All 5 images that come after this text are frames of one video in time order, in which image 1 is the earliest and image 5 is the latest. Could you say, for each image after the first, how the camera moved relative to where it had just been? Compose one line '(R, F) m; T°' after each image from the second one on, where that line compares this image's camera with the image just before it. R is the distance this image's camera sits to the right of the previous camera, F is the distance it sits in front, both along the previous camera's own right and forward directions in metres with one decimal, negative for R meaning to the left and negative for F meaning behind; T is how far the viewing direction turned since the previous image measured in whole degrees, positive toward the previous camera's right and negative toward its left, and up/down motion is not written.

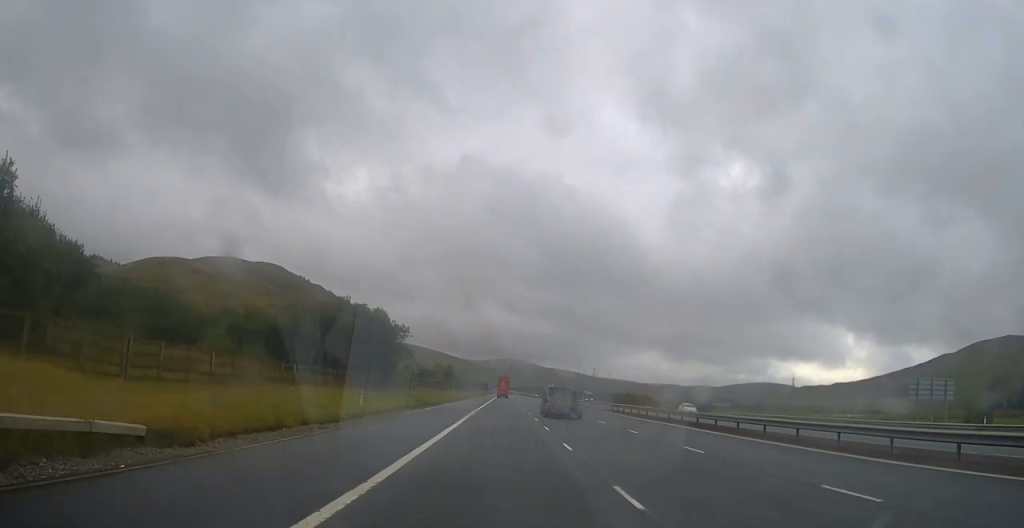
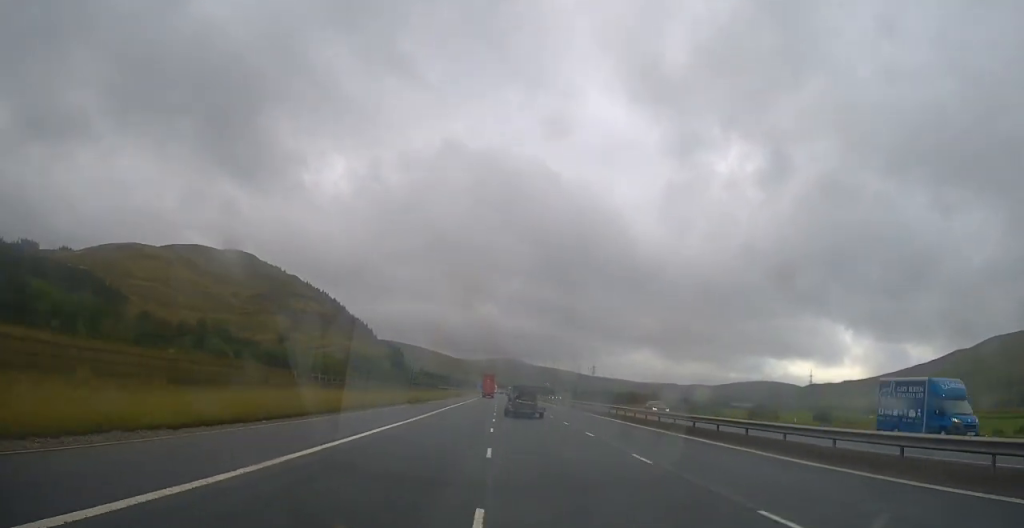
(+1.3, +73.6) m; +2°
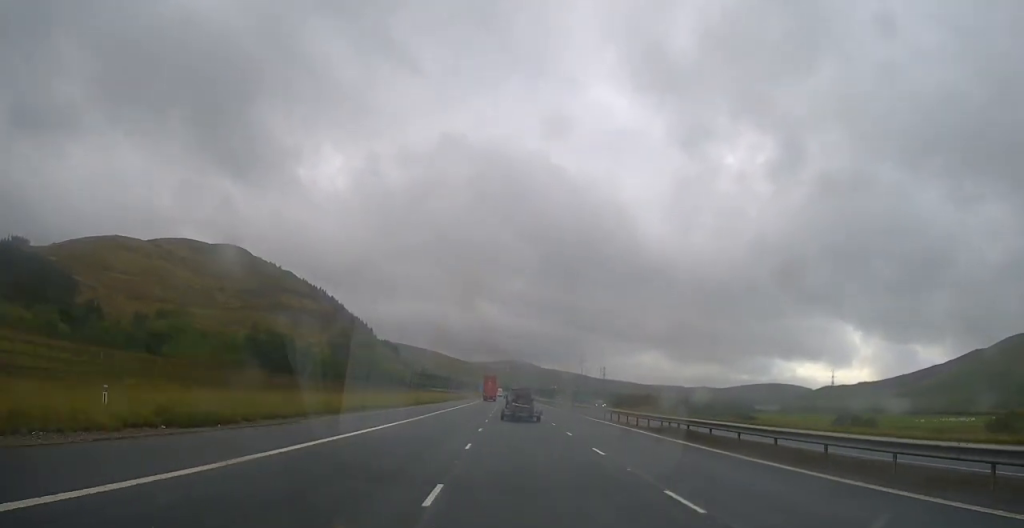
(-0.1, +42.2) m; 0°
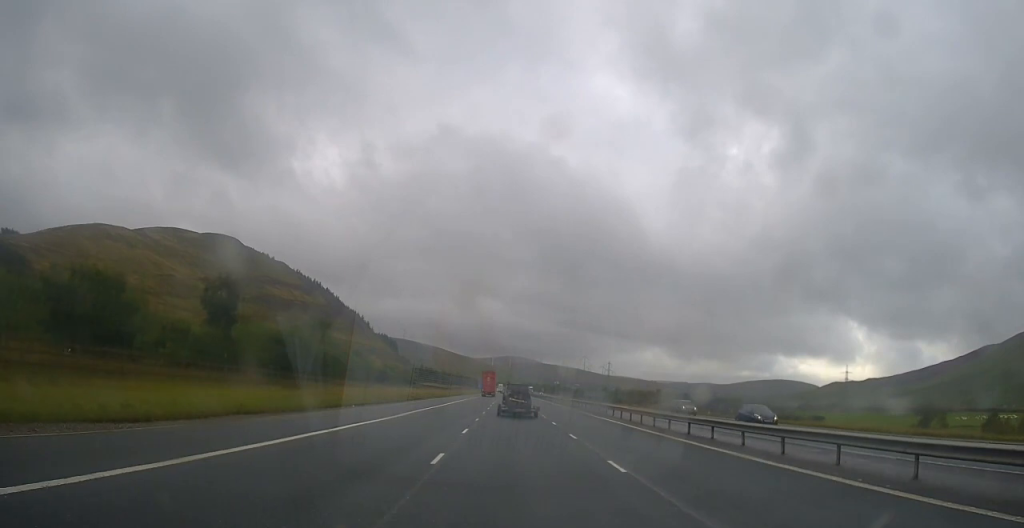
(-0.1, +31.5) m; 0°
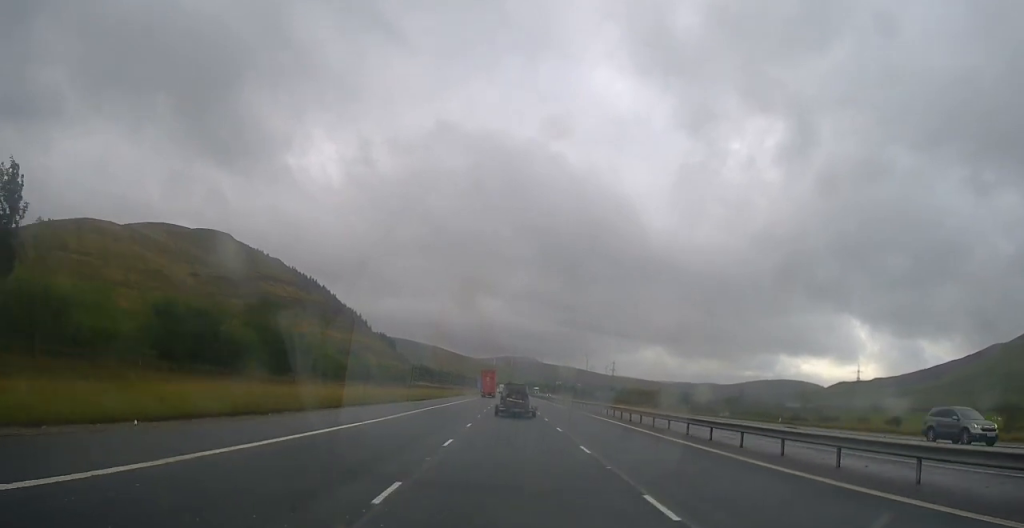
(0.0, +22.7) m; 0°
